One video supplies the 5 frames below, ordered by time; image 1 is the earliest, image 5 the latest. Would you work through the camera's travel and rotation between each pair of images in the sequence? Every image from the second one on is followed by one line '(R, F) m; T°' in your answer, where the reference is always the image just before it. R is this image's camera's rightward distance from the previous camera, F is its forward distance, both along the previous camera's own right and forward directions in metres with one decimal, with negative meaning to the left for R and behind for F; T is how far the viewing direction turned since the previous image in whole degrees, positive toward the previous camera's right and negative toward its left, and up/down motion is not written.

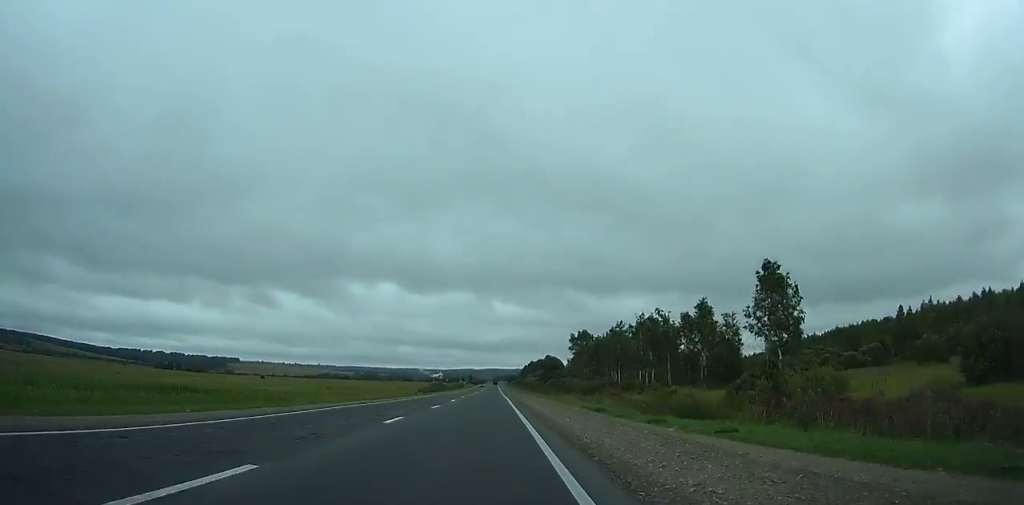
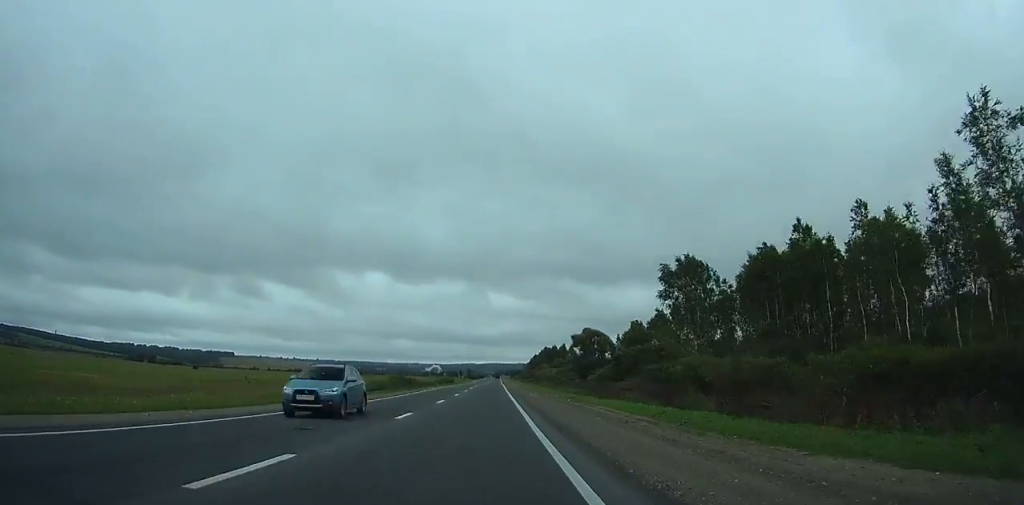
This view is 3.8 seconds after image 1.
(+4.0, +84.0) m; +6°
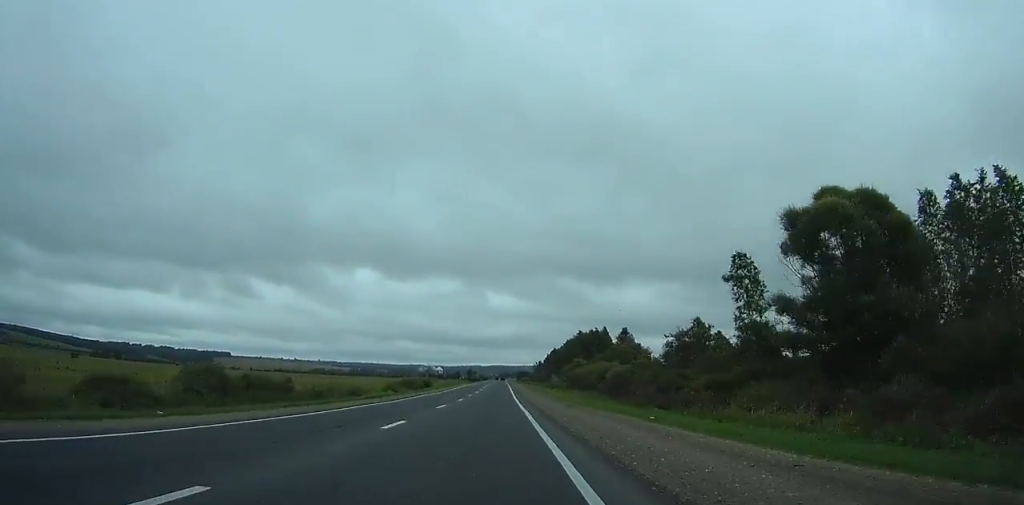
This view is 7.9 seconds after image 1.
(+1.0, +89.7) m; 0°
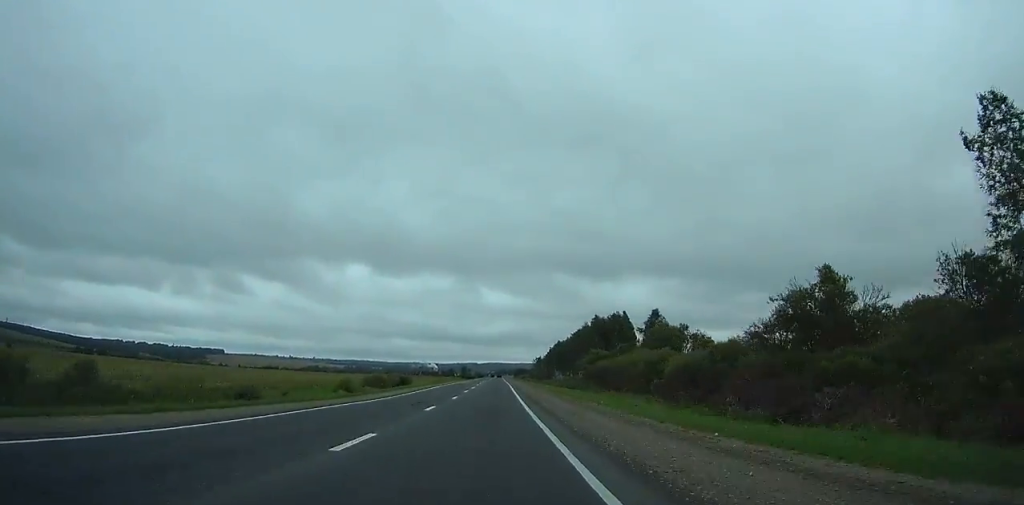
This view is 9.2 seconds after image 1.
(-0.2, +28.3) m; 0°
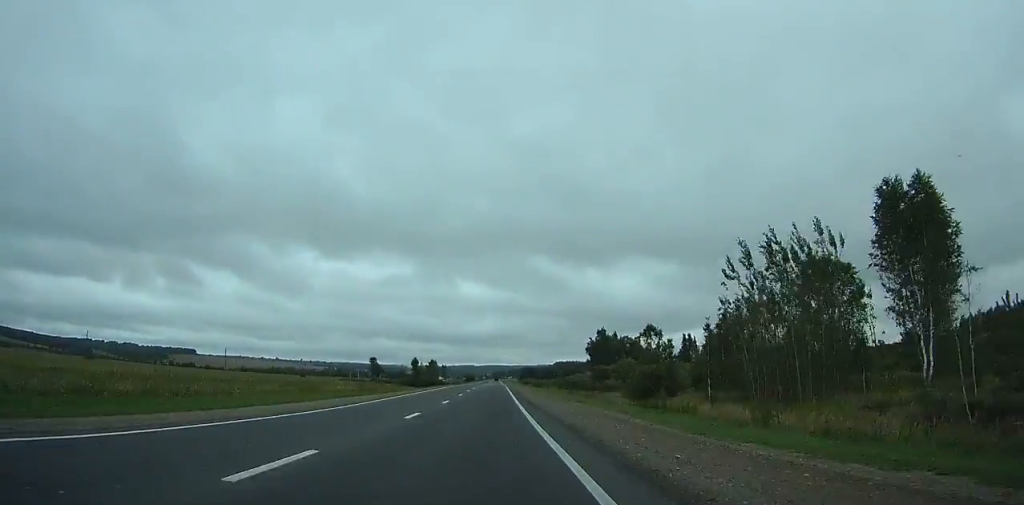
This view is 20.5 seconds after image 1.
(+1.9, +244.2) m; 0°
